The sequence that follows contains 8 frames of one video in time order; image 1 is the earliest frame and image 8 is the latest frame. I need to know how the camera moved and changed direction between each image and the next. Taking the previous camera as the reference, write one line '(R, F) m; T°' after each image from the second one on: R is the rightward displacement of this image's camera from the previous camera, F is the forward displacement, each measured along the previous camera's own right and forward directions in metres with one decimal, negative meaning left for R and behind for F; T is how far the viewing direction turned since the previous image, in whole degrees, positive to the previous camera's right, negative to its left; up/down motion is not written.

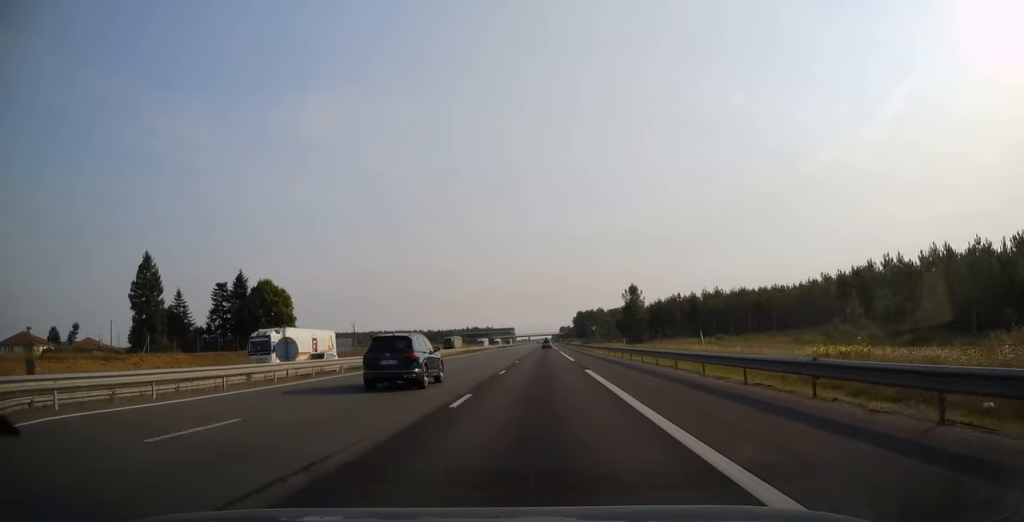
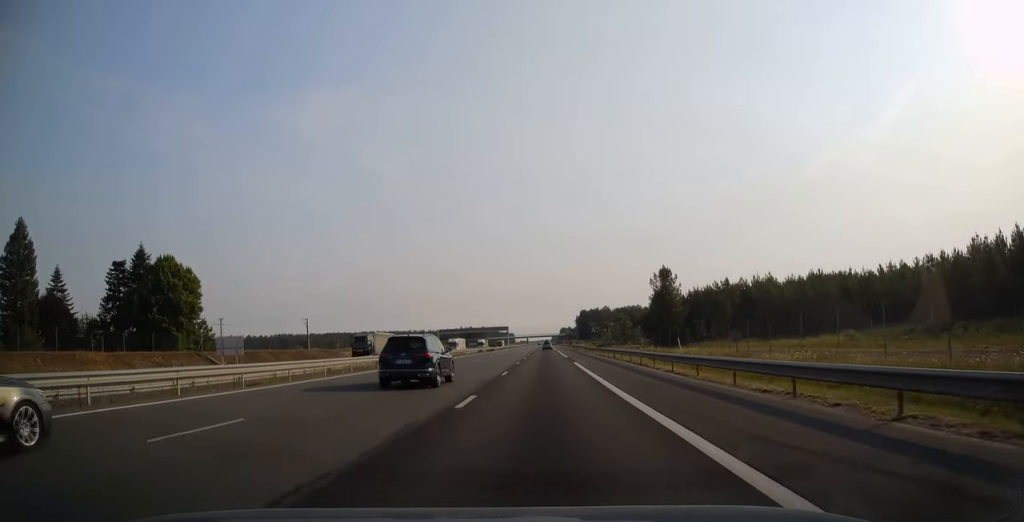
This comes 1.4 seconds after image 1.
(+0.1, +39.2) m; 0°
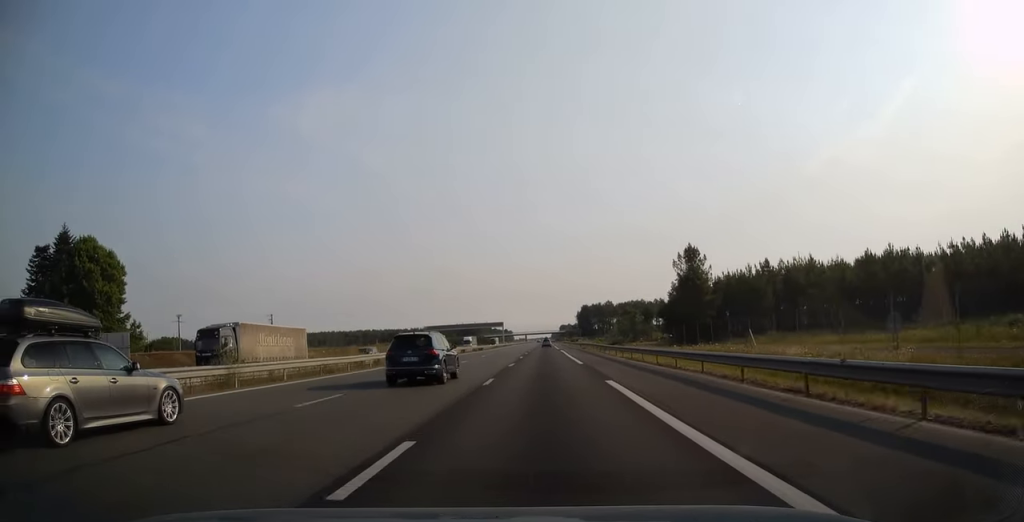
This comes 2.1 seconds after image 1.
(+0.1, +20.6) m; 0°
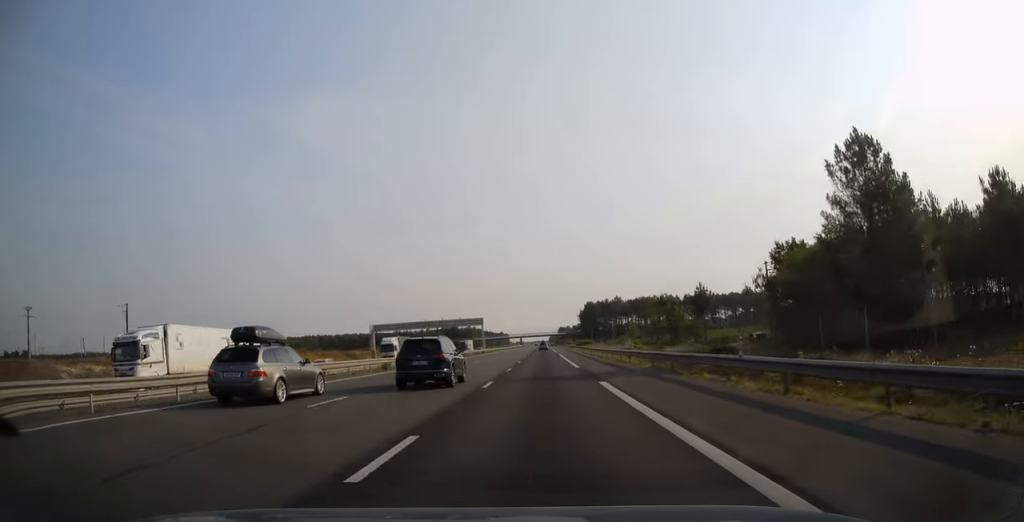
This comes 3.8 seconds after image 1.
(+0.1, +51.4) m; 0°
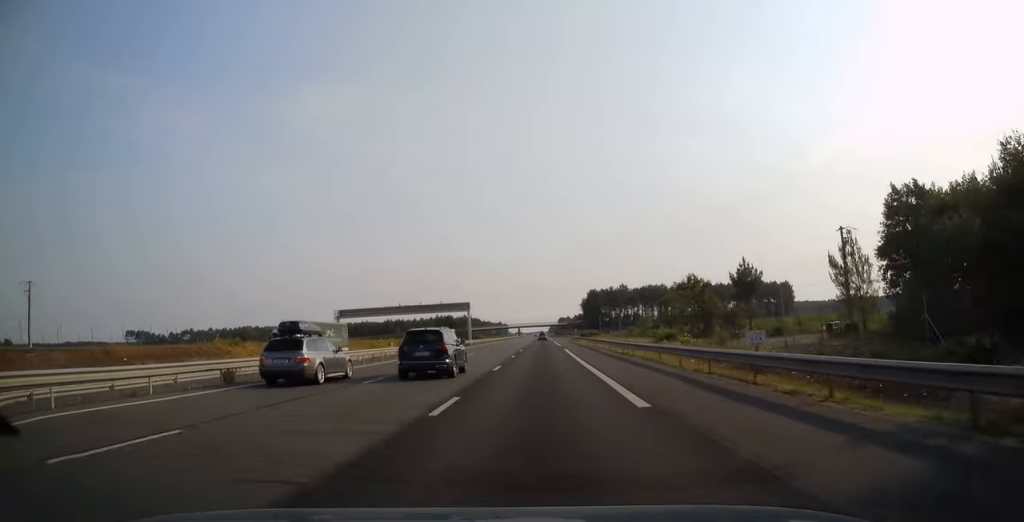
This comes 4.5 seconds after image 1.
(-0.1, +21.3) m; 0°
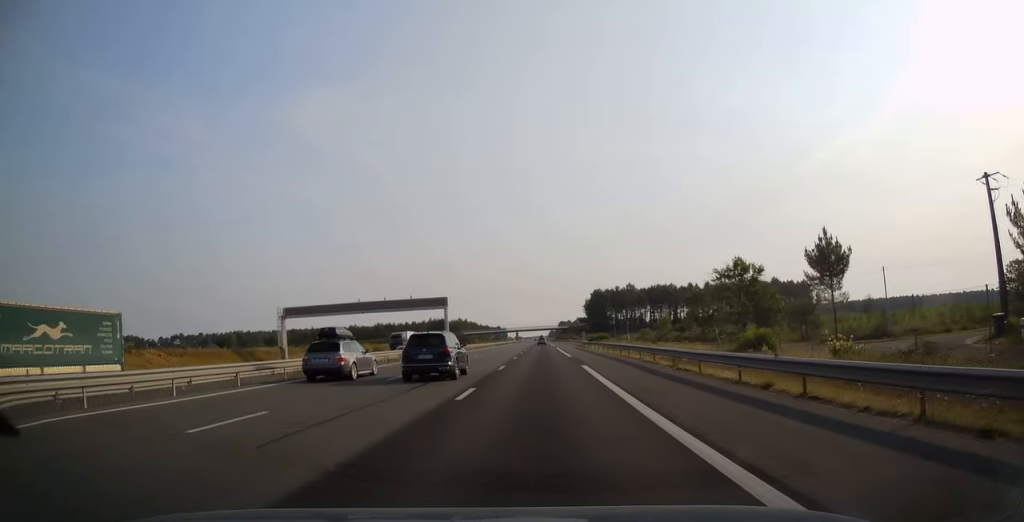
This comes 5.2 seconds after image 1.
(-0.1, +22.9) m; 0°
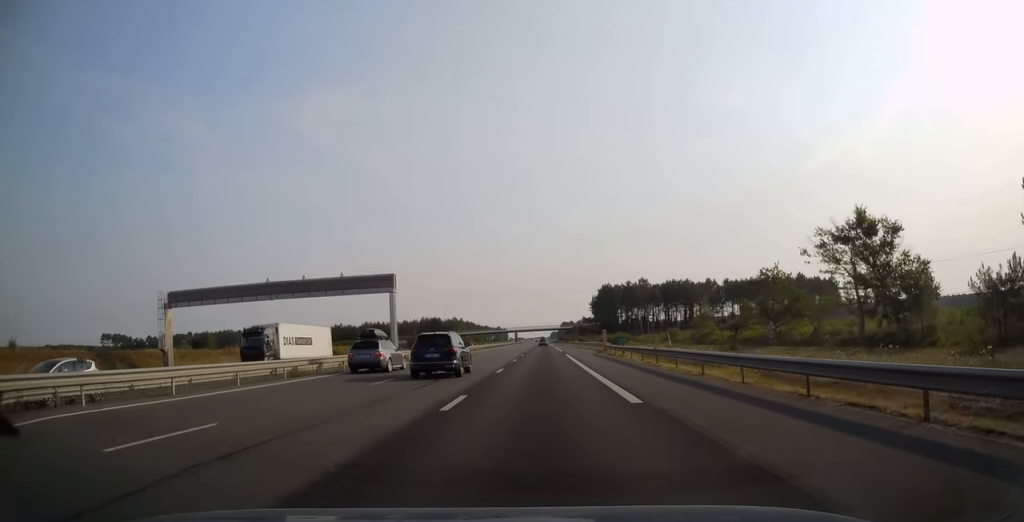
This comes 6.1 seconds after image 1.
(+0.1, +28.4) m; 0°
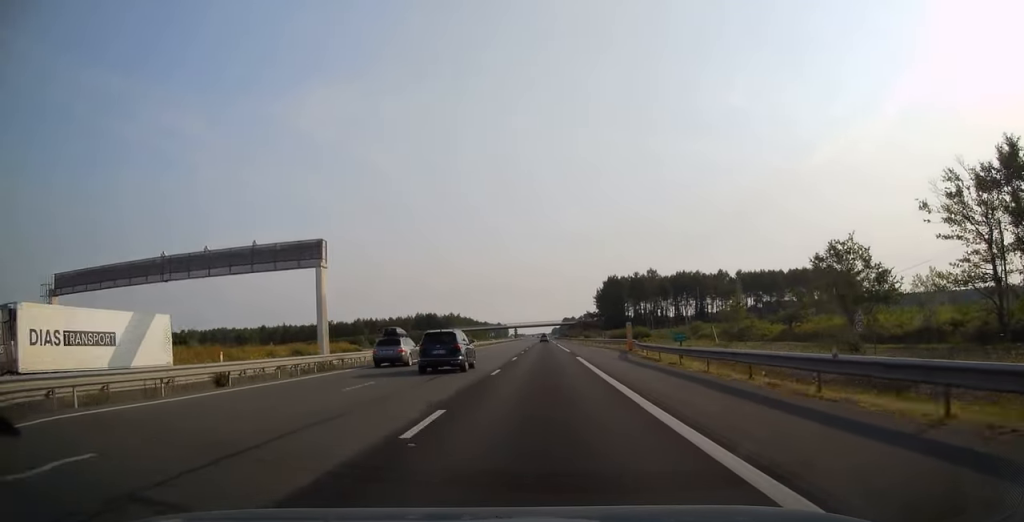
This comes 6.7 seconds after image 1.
(0.0, +16.6) m; 0°
